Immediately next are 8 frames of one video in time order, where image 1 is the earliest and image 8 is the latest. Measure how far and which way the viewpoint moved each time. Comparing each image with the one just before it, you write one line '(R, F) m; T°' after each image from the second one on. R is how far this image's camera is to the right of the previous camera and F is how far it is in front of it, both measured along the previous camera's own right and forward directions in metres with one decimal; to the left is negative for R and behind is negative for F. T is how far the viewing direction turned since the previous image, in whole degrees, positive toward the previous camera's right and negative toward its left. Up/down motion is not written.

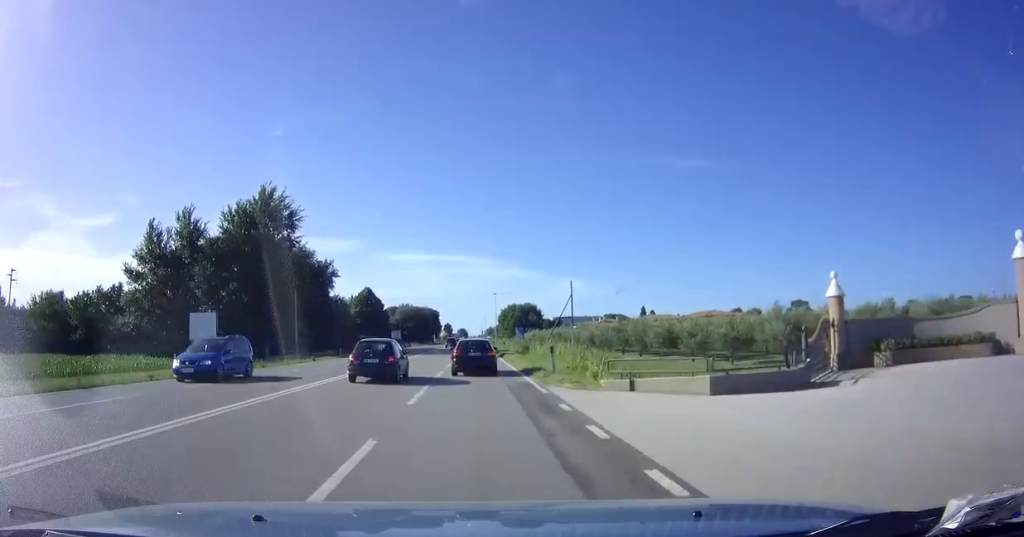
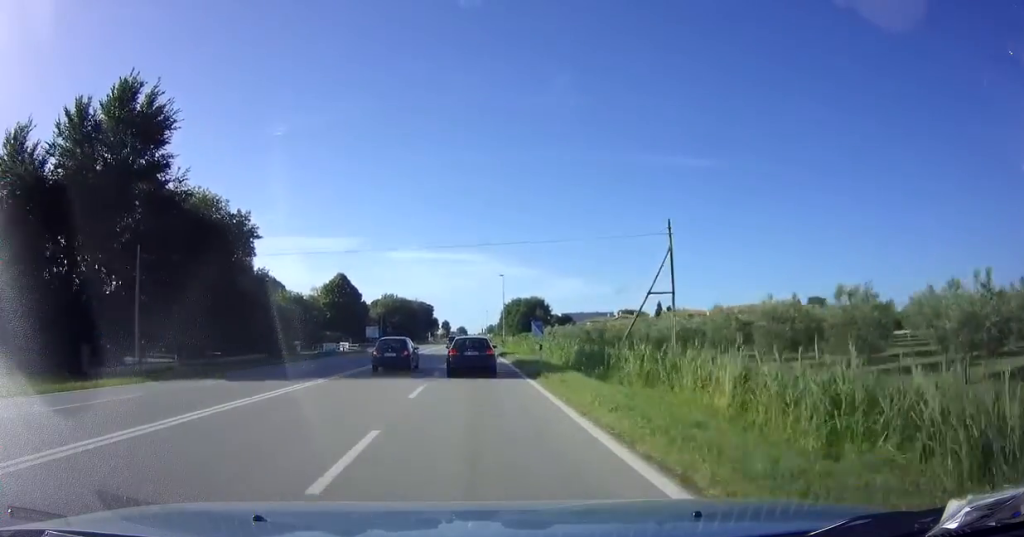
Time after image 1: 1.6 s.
(+0.3, +29.5) m; +1°
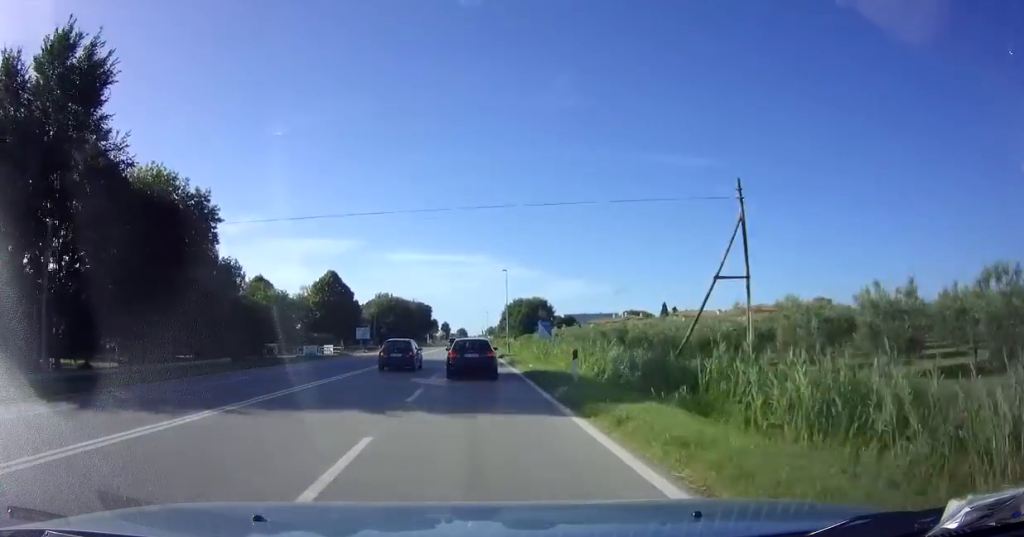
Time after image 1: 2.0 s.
(-0.1, +7.9) m; 0°
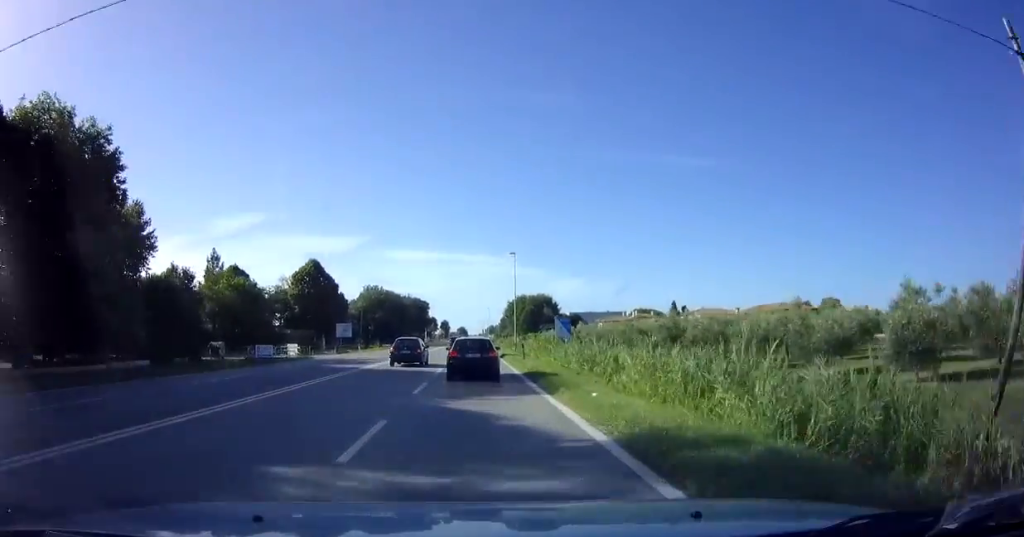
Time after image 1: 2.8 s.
(-0.1, +13.3) m; 0°
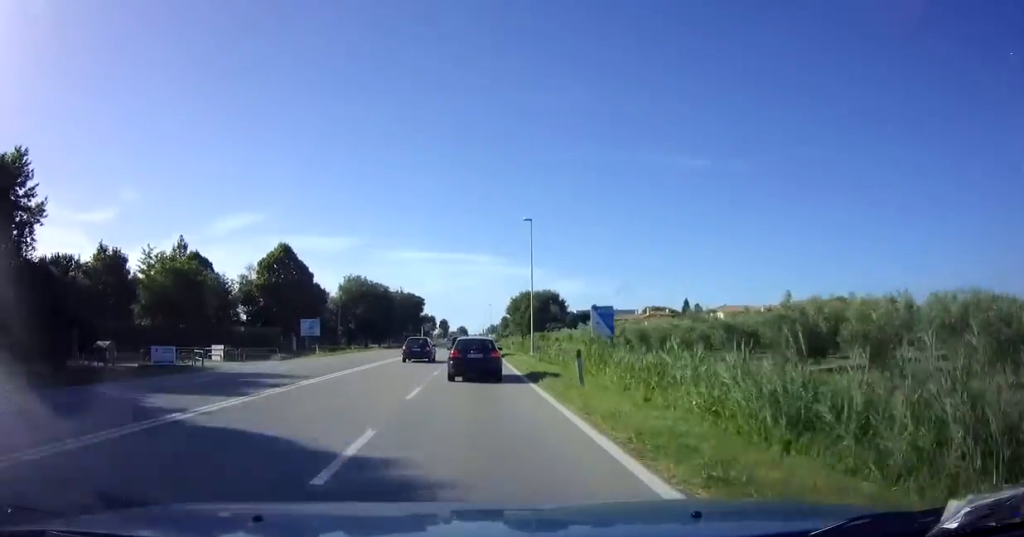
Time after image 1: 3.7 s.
(0.0, +16.6) m; 0°
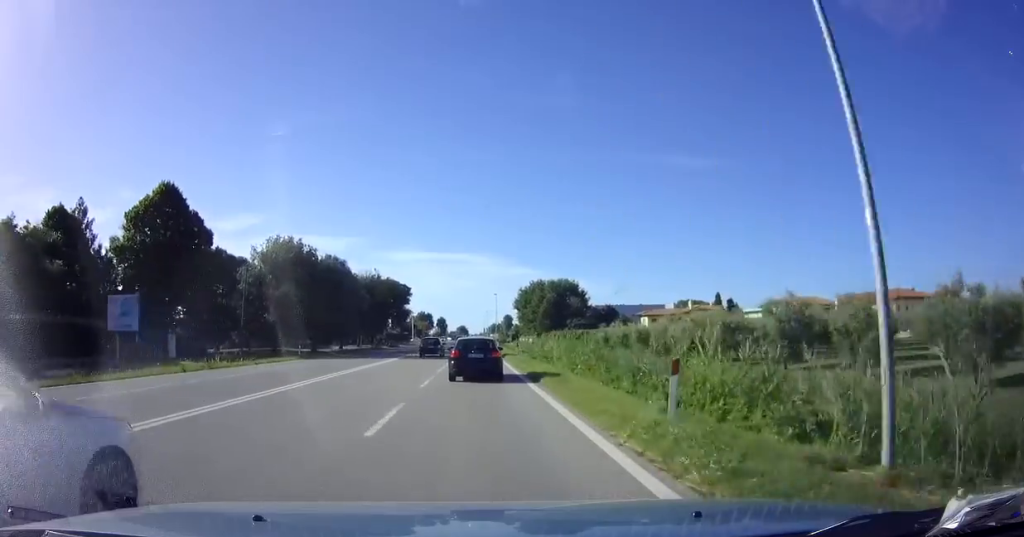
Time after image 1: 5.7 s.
(0.0, +34.4) m; 0°
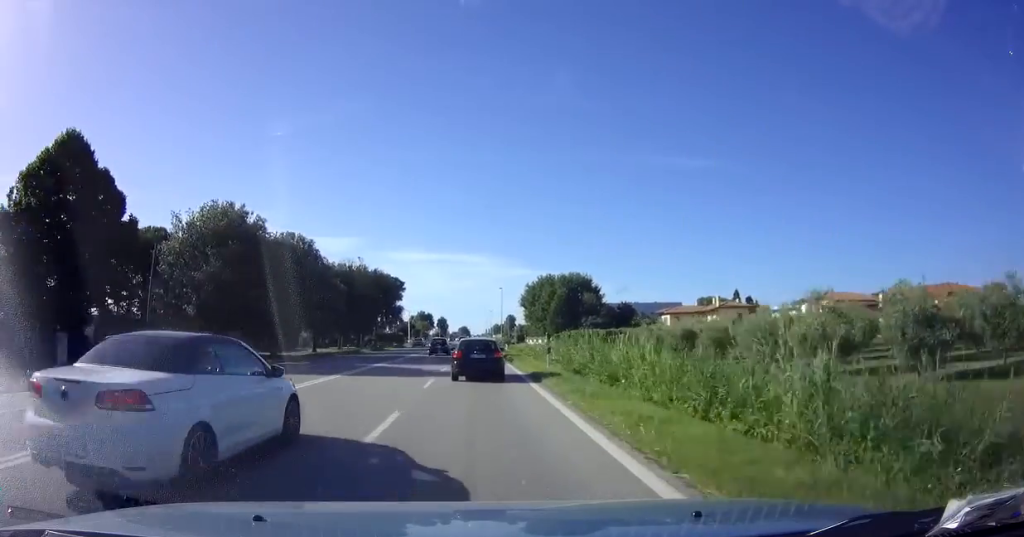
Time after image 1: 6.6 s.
(0.0, +15.1) m; 0°
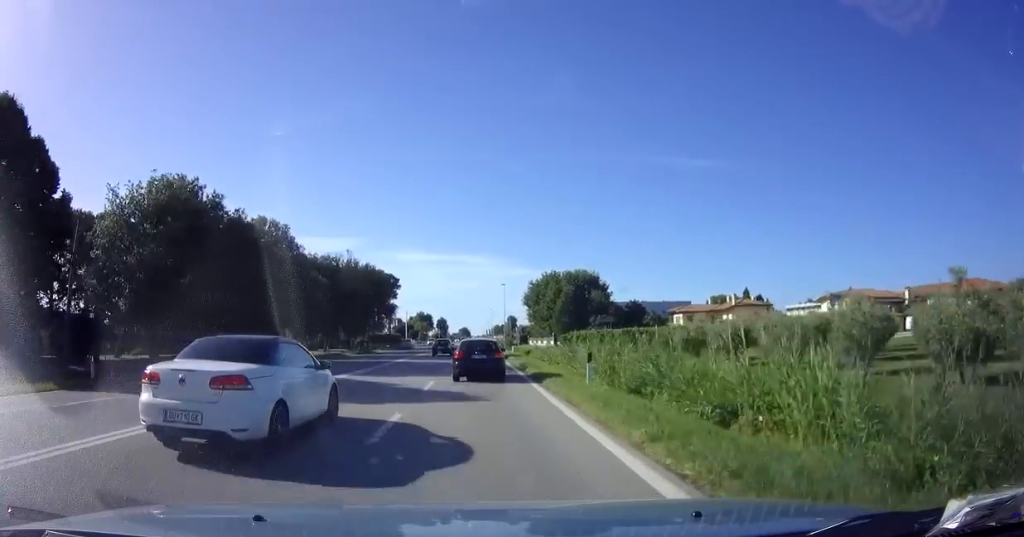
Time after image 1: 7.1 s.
(0.0, +8.4) m; 0°
